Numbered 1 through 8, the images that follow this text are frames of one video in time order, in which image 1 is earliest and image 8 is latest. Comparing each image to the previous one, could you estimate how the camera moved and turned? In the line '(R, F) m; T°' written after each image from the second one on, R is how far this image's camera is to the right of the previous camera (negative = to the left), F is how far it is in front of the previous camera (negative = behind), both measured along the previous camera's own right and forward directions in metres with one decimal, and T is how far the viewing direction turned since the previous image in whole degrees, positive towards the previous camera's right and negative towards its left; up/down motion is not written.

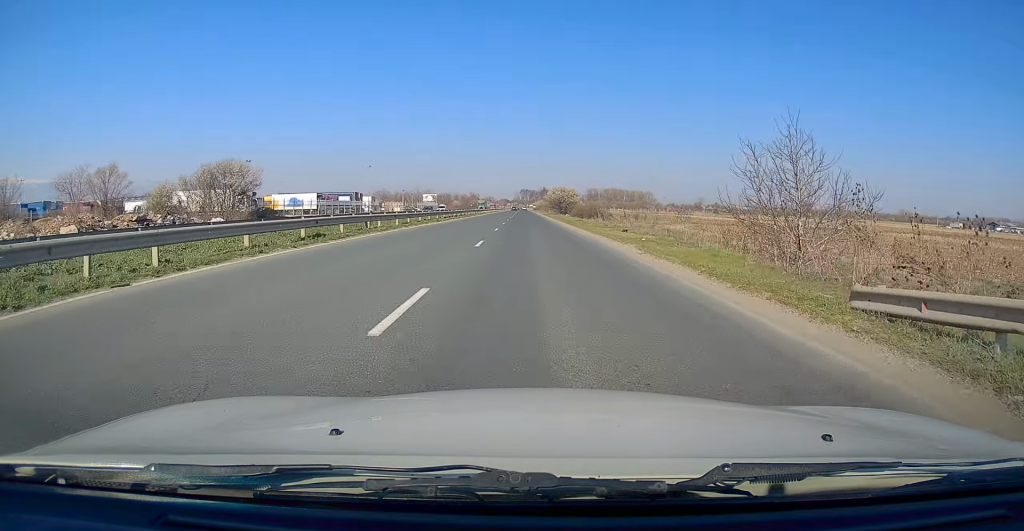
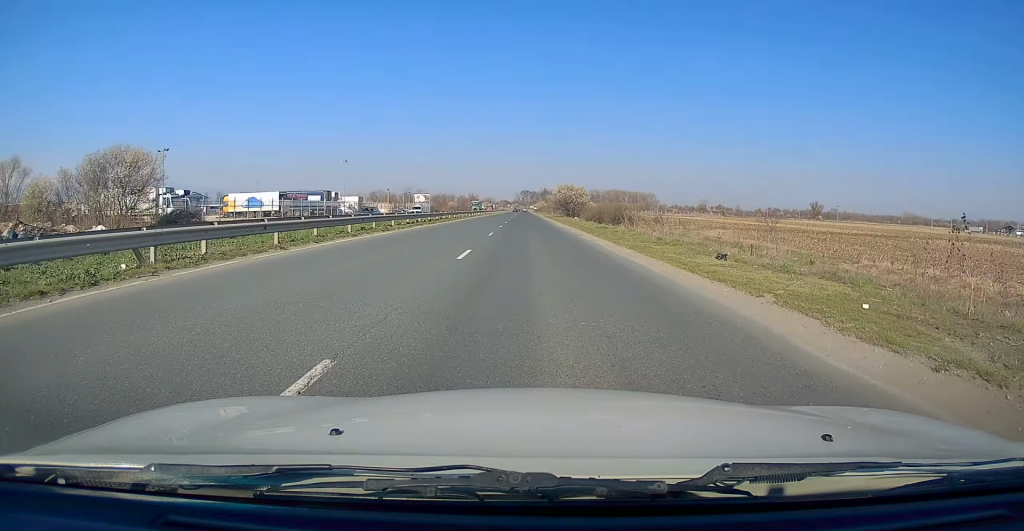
(0.0, +15.9) m; 0°
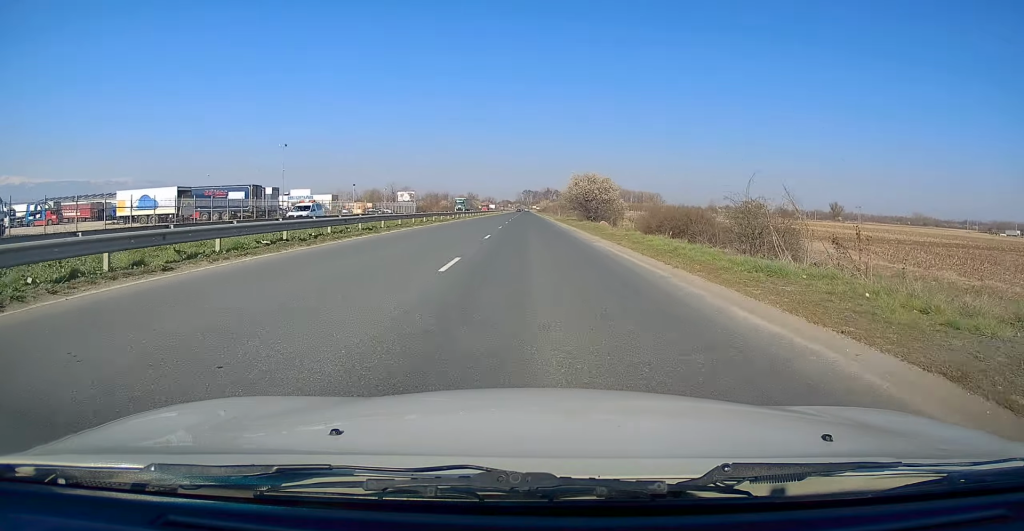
(0.0, +26.6) m; 0°
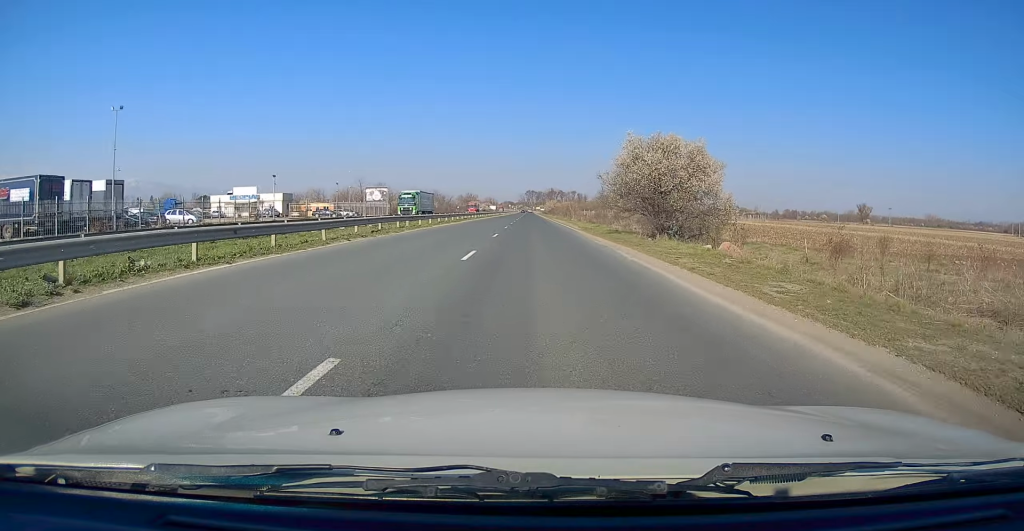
(+0.1, +33.2) m; 0°
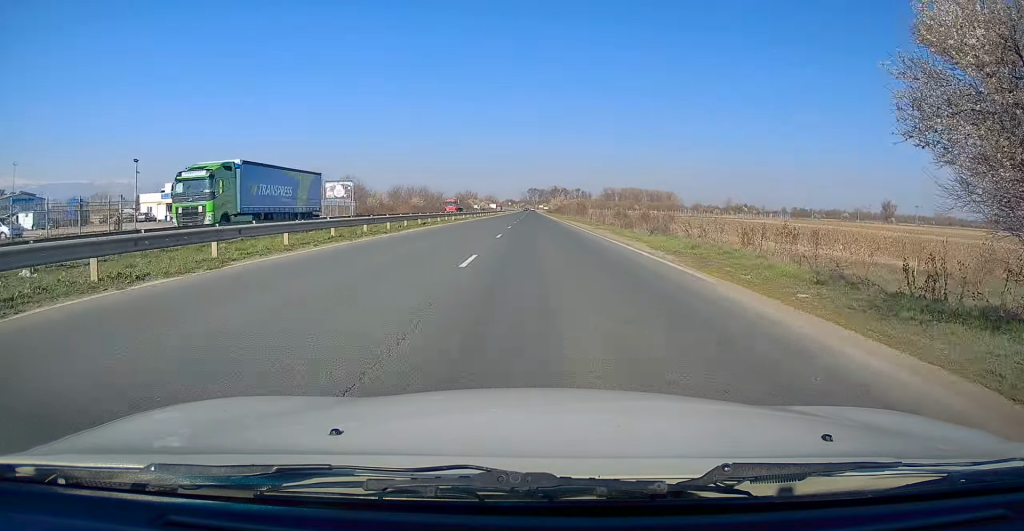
(-0.1, +25.9) m; 0°
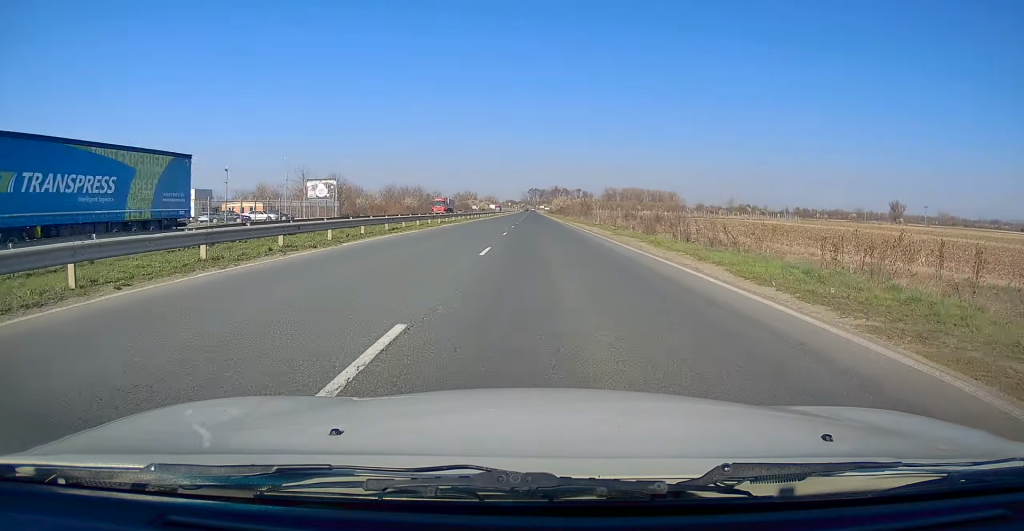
(0.0, +8.6) m; 0°
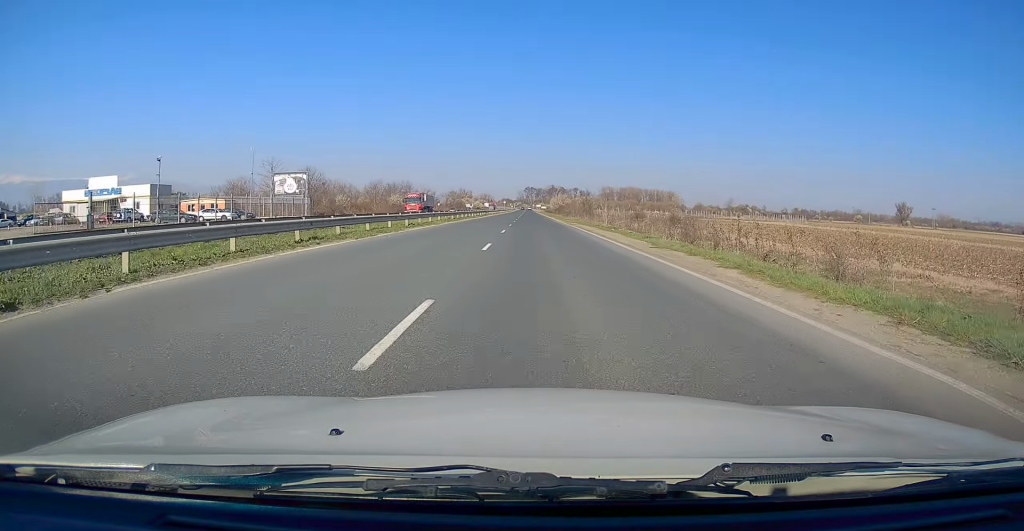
(0.0, +10.6) m; 0°
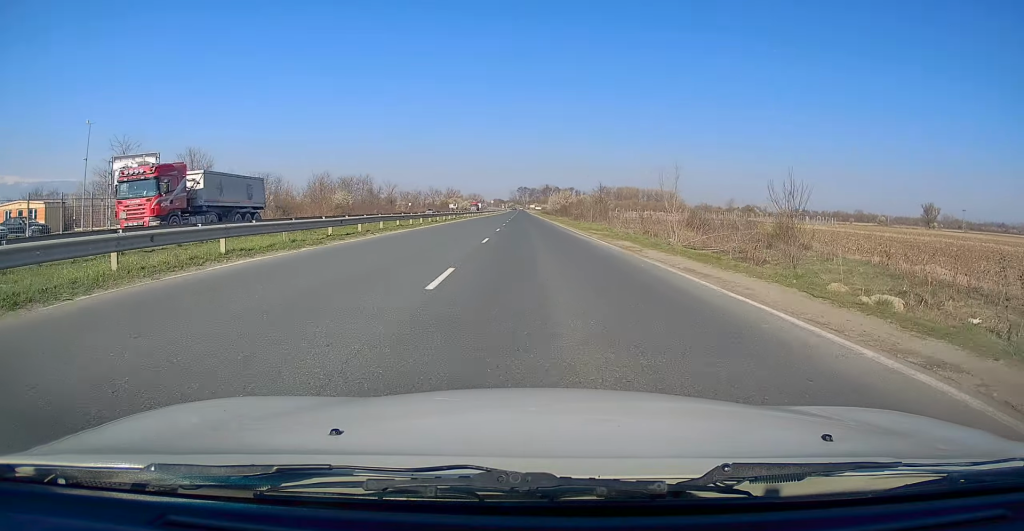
(0.0, +31.9) m; 0°
